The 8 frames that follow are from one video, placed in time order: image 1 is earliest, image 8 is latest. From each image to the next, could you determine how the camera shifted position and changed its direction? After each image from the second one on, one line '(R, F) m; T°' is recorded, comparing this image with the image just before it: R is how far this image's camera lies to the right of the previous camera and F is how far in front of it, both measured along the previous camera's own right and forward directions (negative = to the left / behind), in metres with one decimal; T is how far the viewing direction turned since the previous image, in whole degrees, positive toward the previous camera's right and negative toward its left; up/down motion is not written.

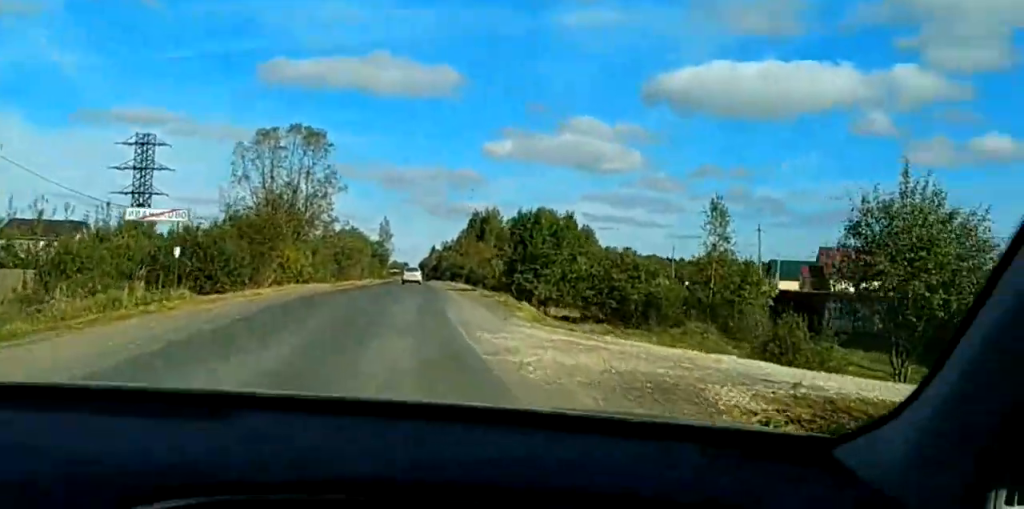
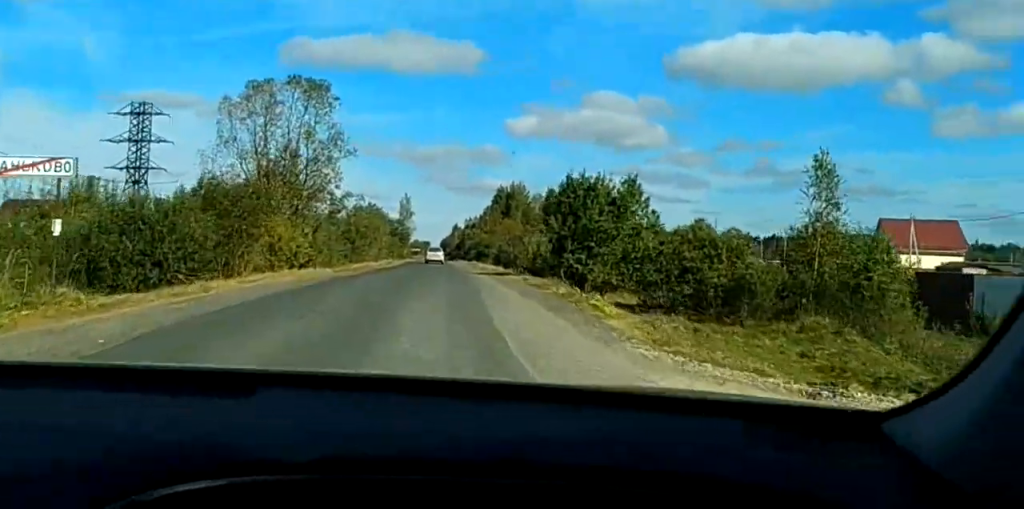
(-0.3, +12.5) m; -2°
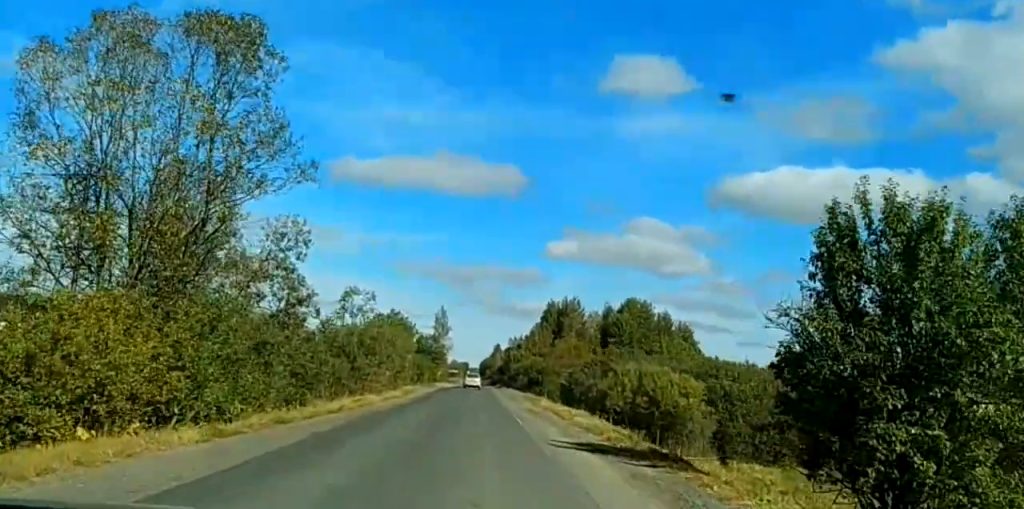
(-0.9, +31.8) m; -2°
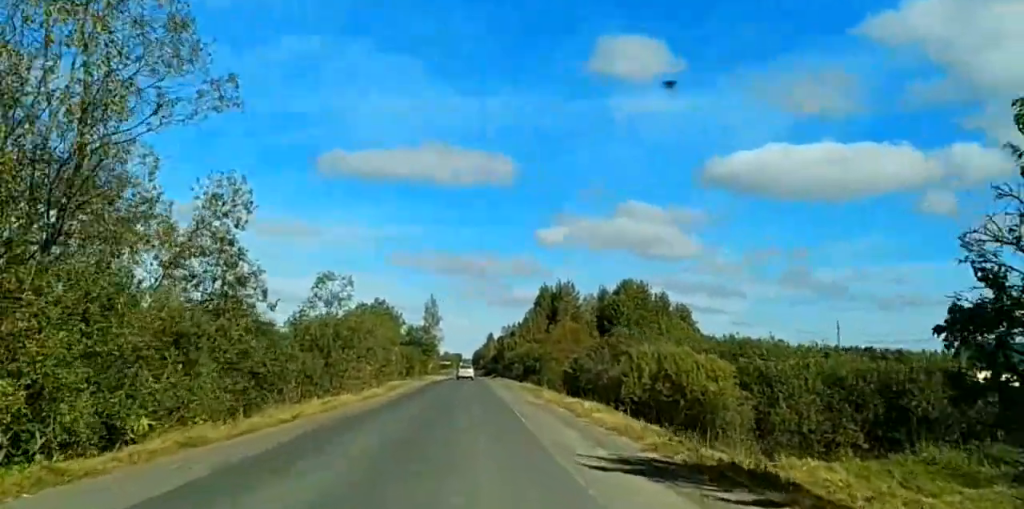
(0.0, +8.4) m; 0°
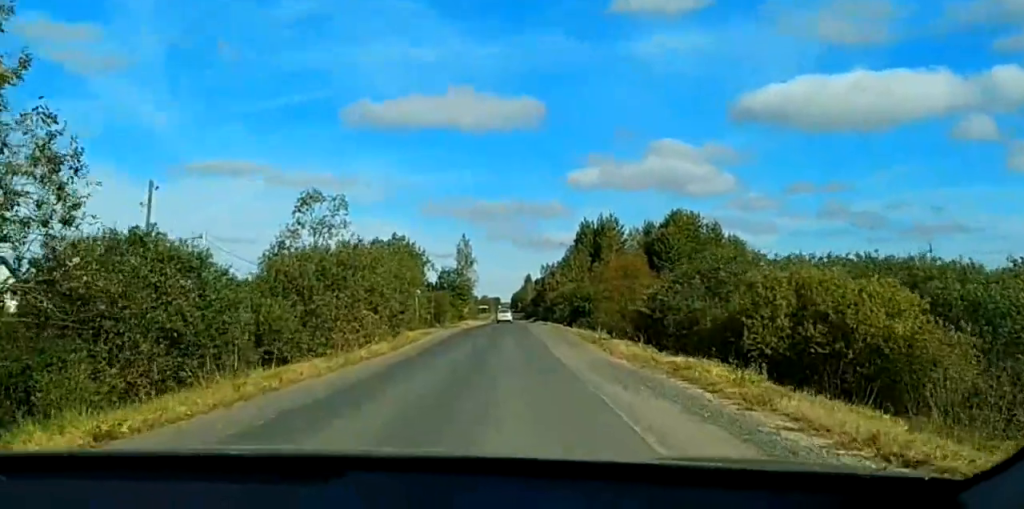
(-0.1, +17.8) m; -1°
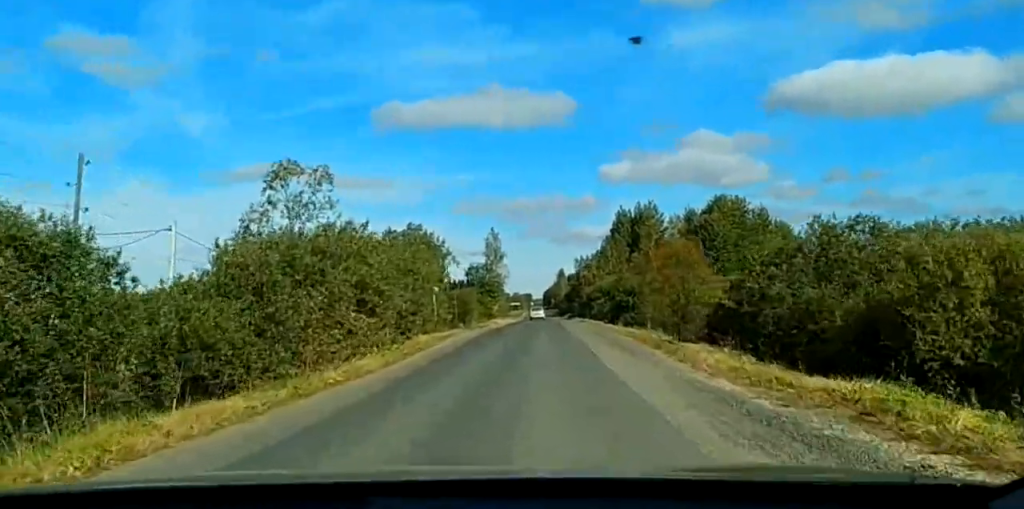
(0.0, +11.8) m; -1°
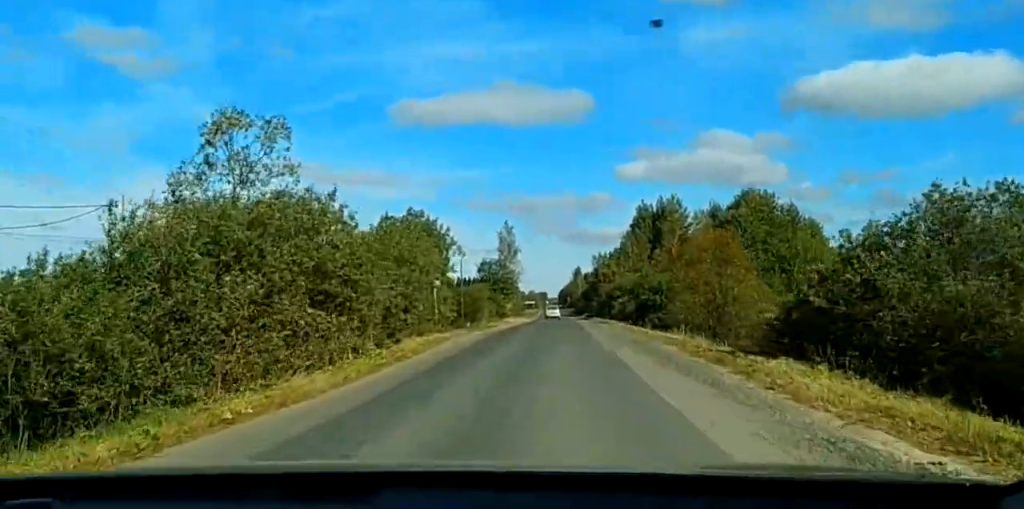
(-0.1, +8.9) m; 0°
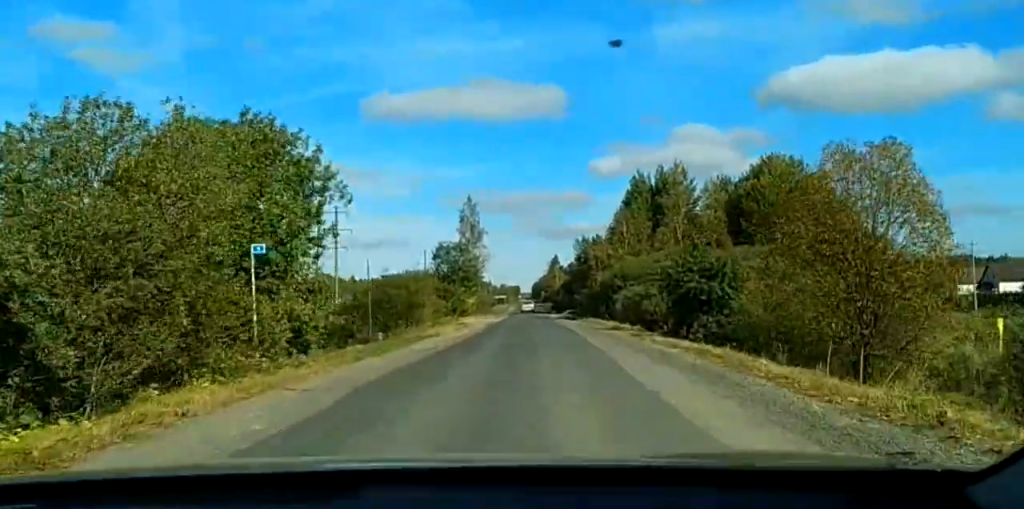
(-0.2, +32.6) m; 0°
